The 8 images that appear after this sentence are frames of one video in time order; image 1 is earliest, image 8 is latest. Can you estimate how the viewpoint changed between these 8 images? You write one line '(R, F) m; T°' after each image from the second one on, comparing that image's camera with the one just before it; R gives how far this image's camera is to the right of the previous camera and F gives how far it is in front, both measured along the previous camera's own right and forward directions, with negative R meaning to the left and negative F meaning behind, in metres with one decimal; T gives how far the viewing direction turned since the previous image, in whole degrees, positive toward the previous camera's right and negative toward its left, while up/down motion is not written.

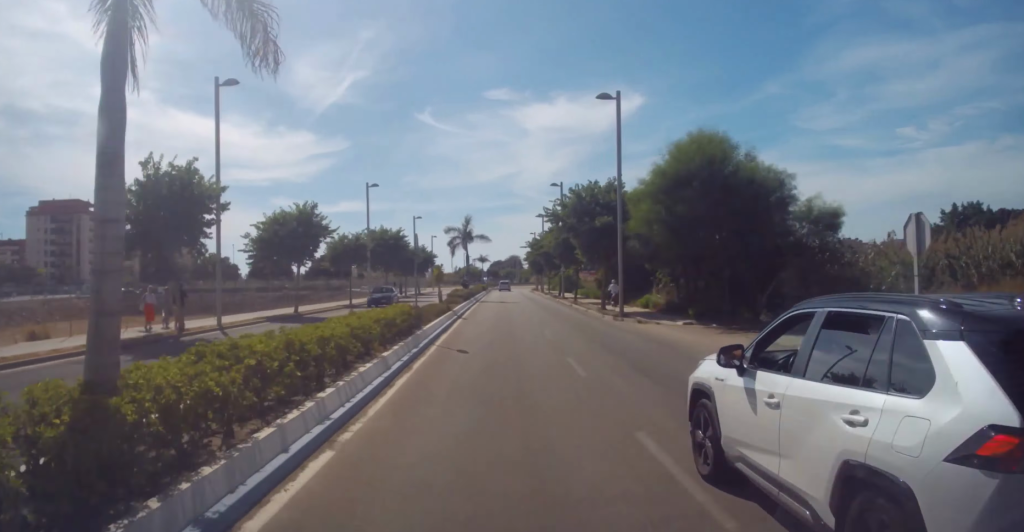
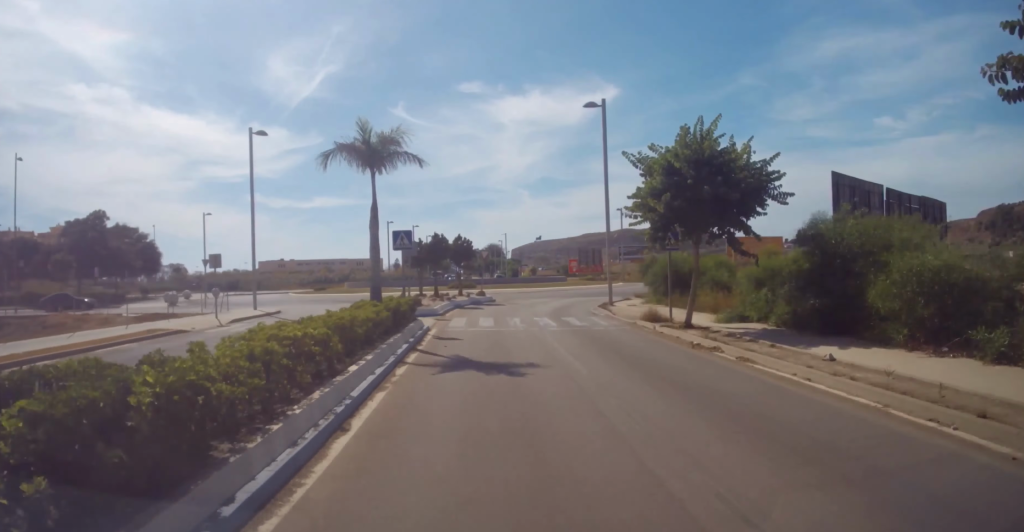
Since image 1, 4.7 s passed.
(+1.4, +57.0) m; +2°
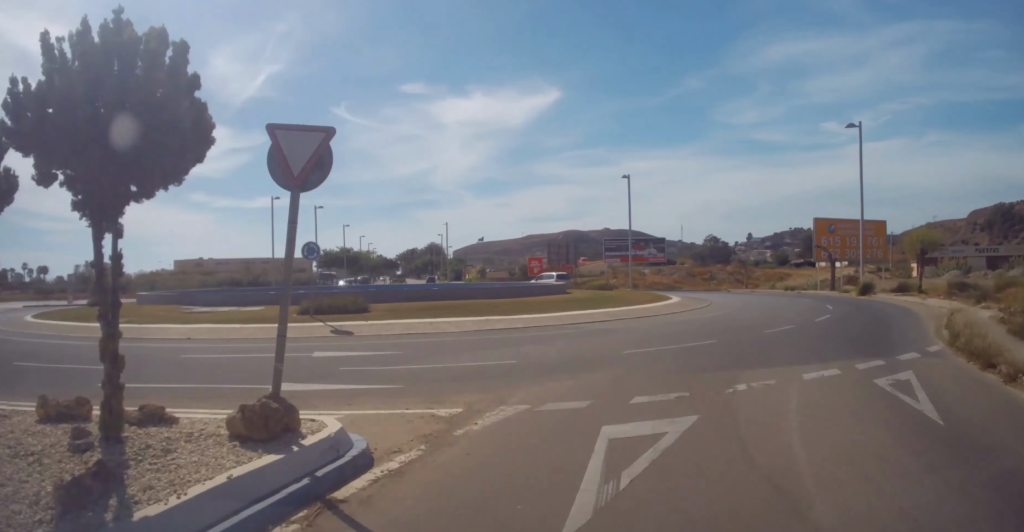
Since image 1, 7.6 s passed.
(+0.4, +39.0) m; -1°
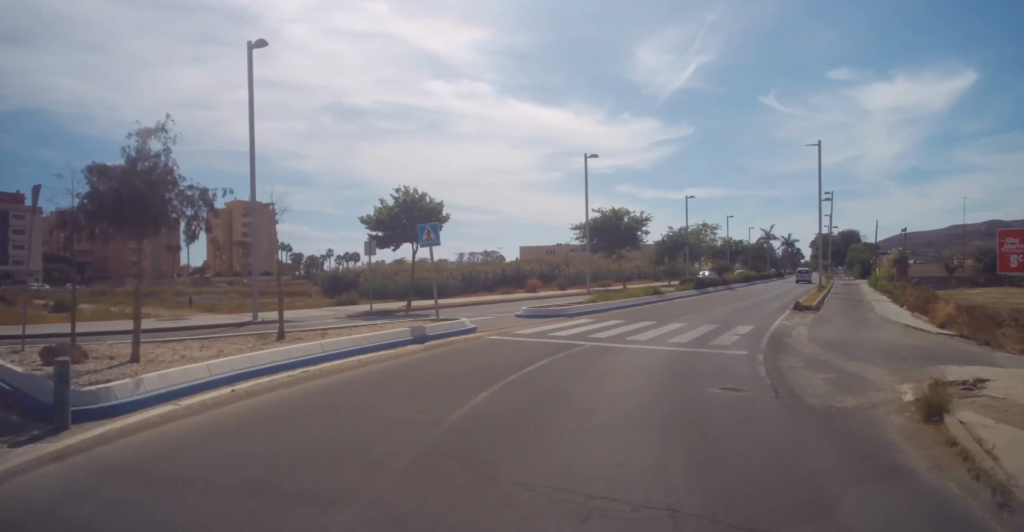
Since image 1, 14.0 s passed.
(-0.8, +90.3) m; -2°
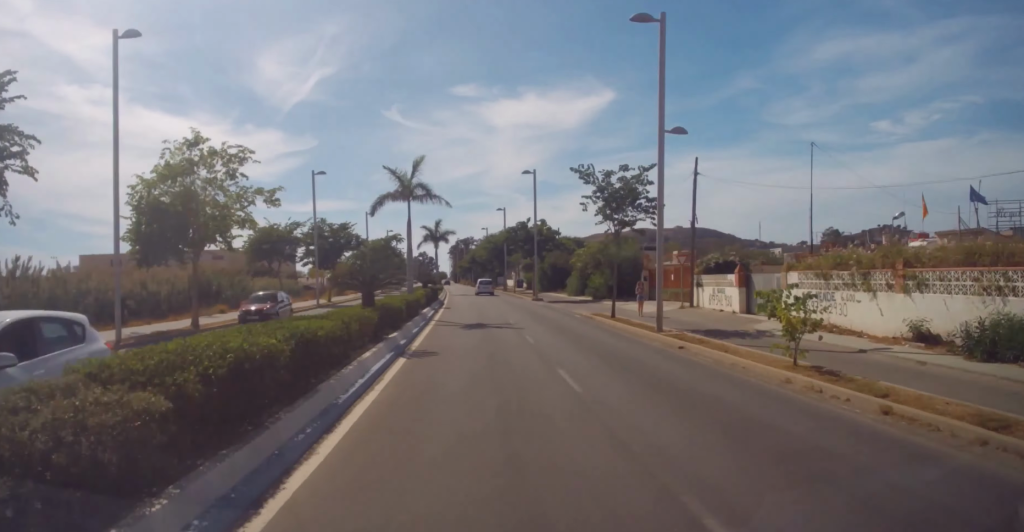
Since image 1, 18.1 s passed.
(-2.2, +62.7) m; -2°
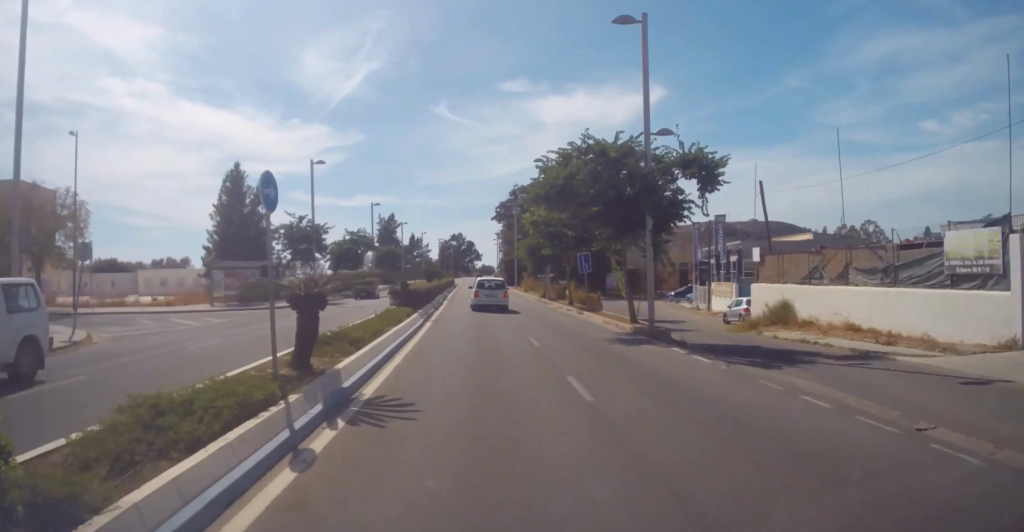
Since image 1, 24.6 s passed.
(-0.5, +106.5) m; 0°
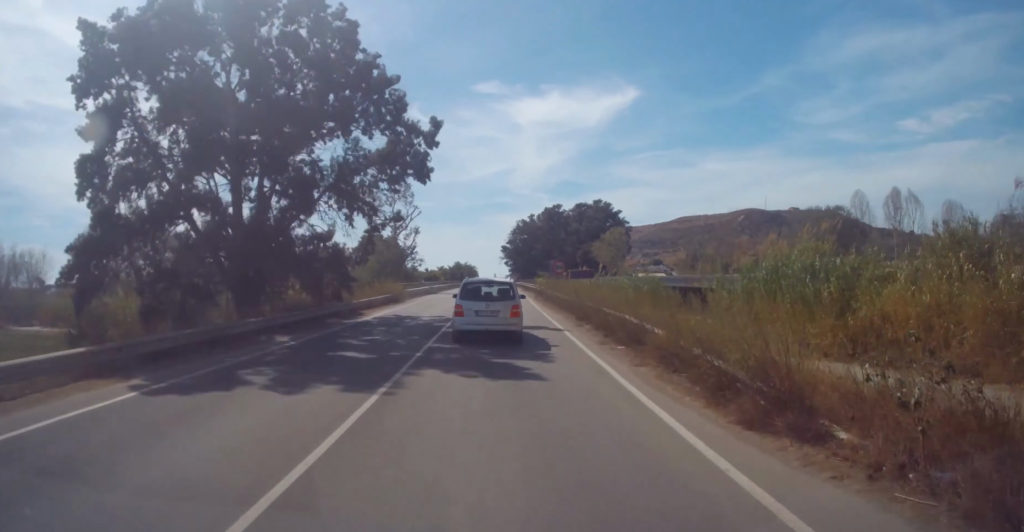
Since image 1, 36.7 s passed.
(+3.7, +230.2) m; +2°
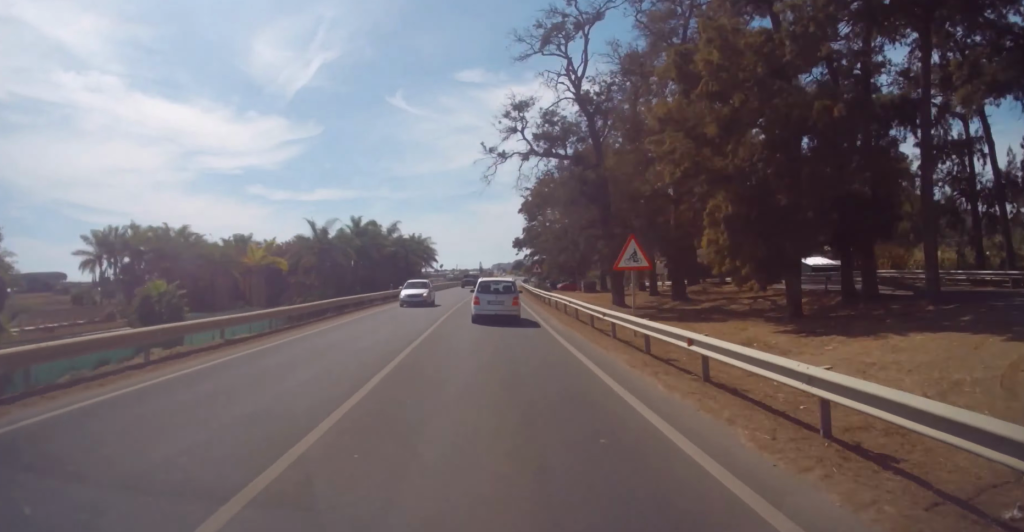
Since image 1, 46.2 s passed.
(+2.5, +193.4) m; +3°
